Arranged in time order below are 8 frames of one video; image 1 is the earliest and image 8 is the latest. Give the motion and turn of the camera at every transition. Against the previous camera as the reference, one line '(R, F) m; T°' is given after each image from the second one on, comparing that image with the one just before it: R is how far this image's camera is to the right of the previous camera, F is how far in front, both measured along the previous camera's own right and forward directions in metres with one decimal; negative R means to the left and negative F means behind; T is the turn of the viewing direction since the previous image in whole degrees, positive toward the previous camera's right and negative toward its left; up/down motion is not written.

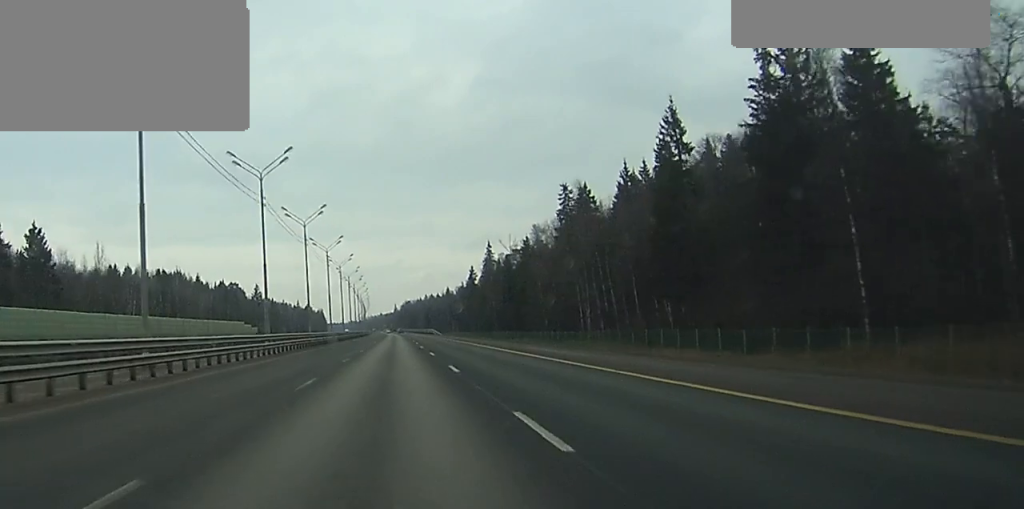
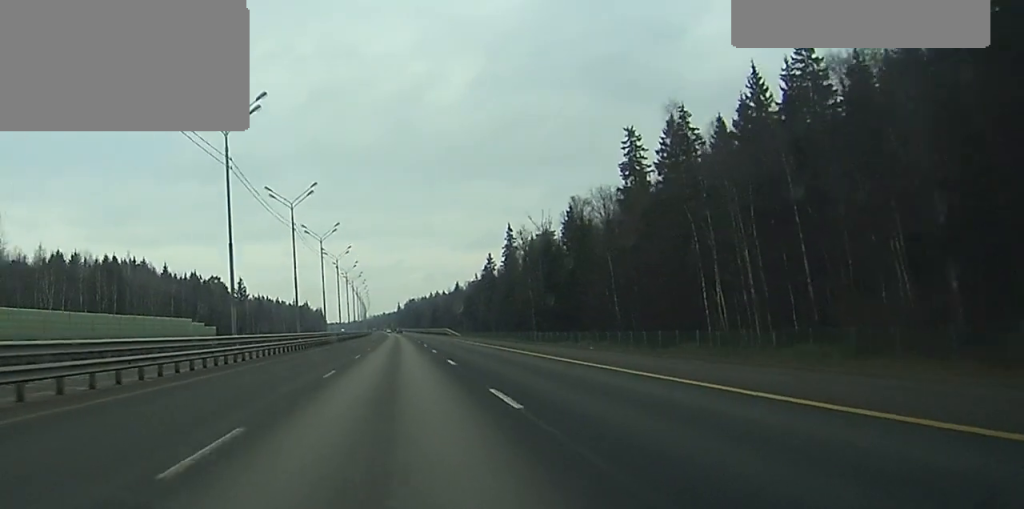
(0.0, +44.4) m; 0°
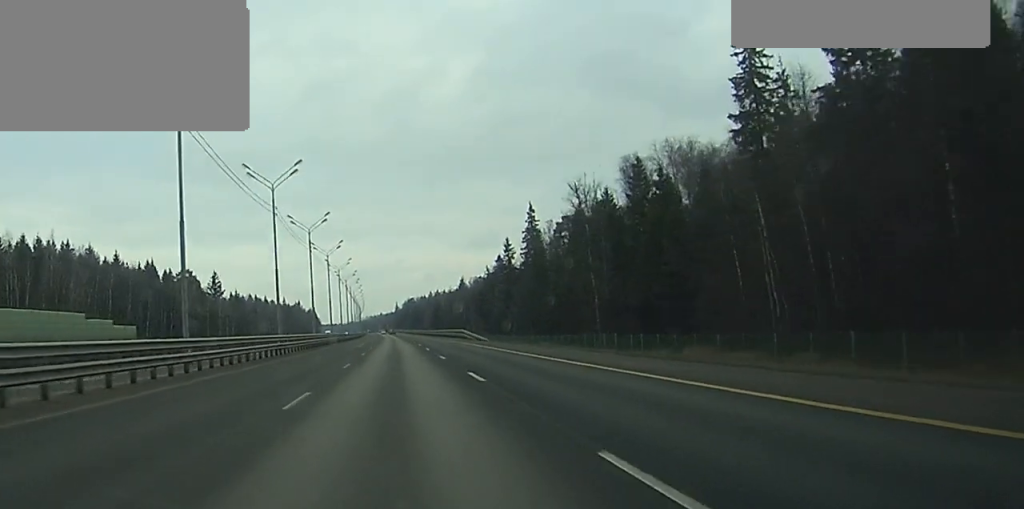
(+0.1, +40.9) m; 0°
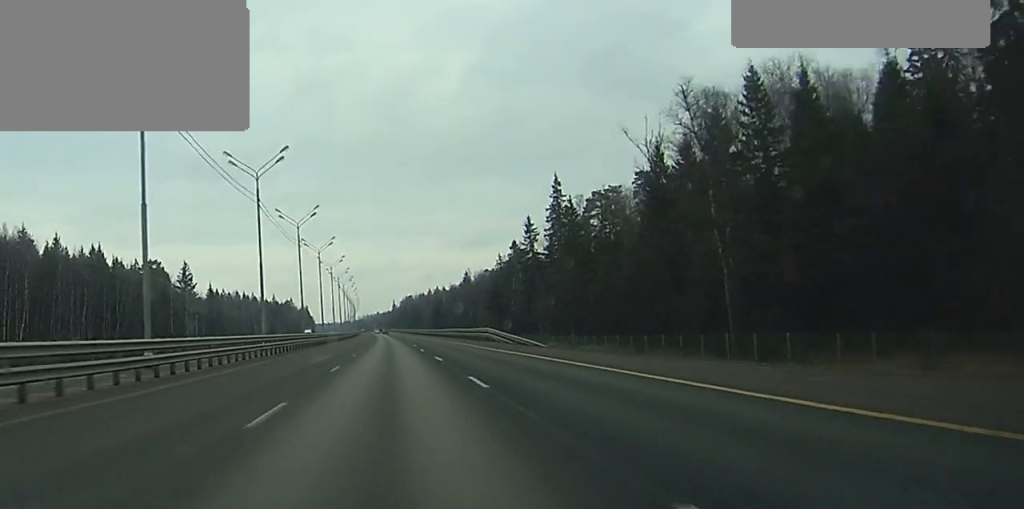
(+0.1, +35.2) m; 0°
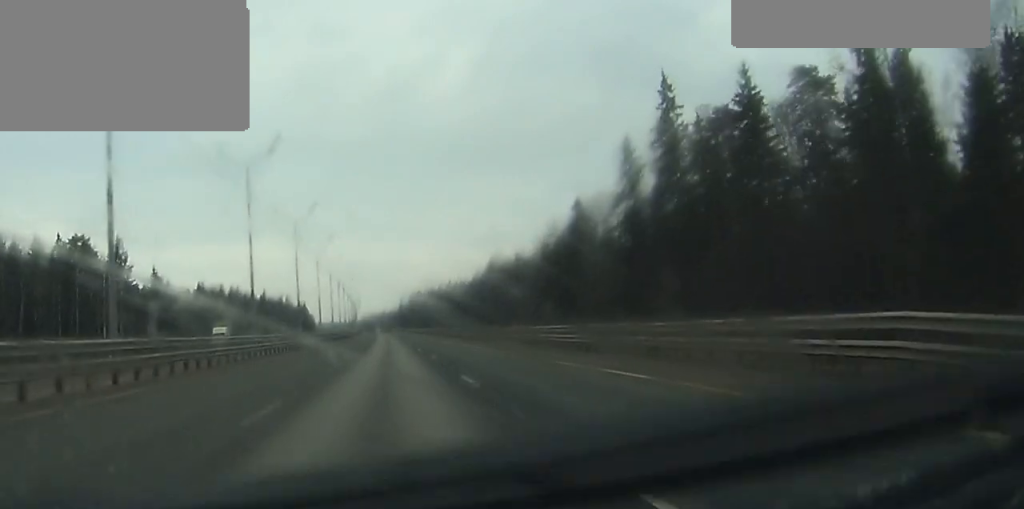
(-0.3, +64.3) m; -1°
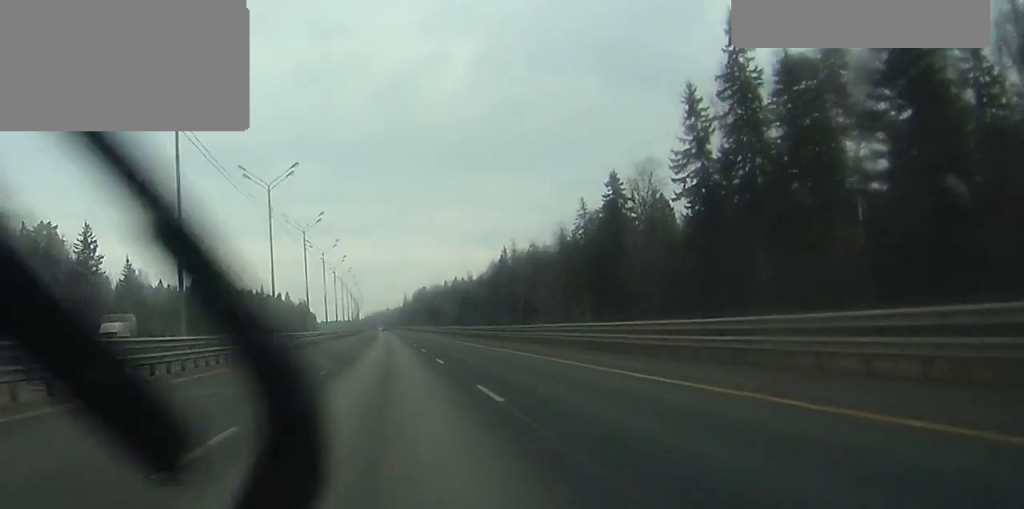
(0.0, +20.5) m; 0°
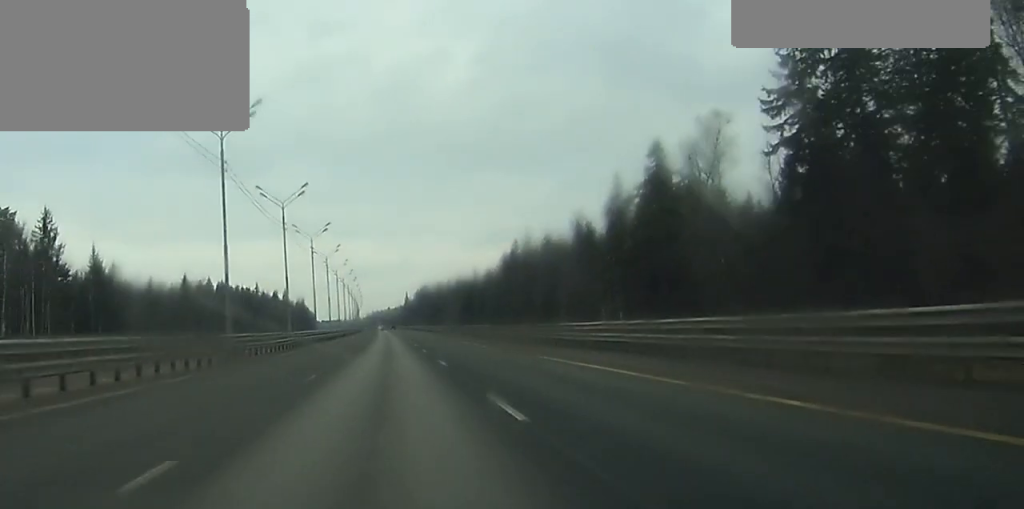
(0.0, +19.4) m; 0°
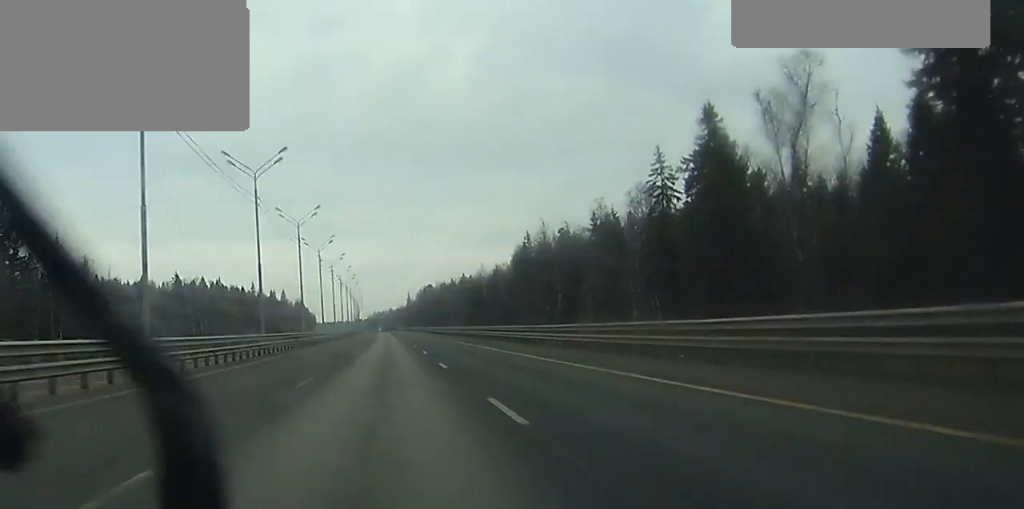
(0.0, +17.2) m; 0°
